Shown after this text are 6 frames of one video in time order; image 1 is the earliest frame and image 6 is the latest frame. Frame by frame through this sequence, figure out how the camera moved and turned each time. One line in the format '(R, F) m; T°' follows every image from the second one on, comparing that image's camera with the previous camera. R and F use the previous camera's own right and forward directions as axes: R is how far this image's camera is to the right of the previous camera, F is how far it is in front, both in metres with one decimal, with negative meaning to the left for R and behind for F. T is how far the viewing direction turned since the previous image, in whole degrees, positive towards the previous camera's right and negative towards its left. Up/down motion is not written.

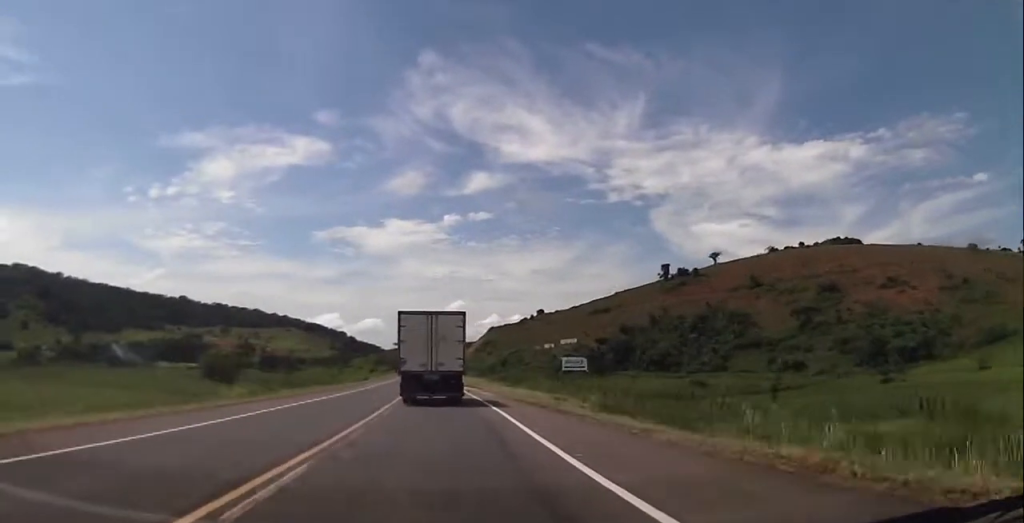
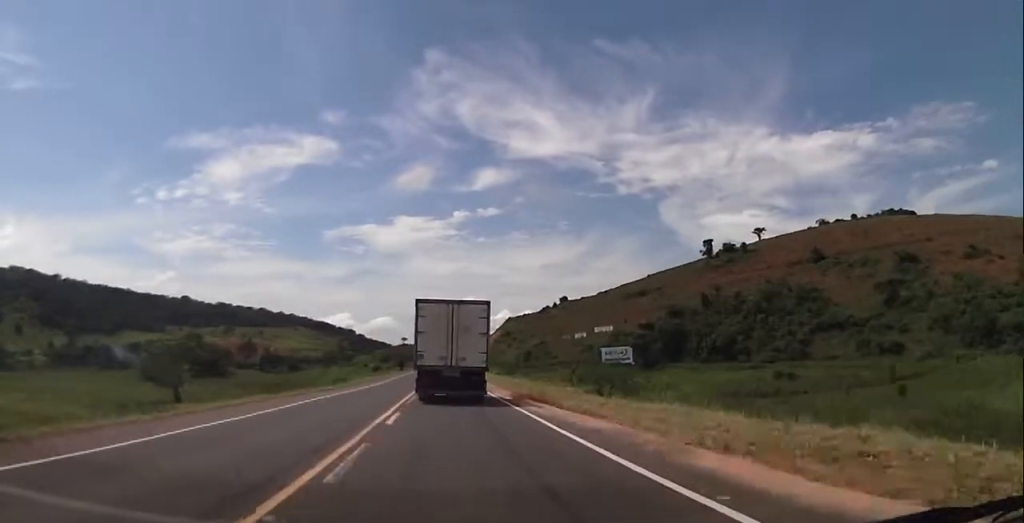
(-1.5, +38.0) m; -5°
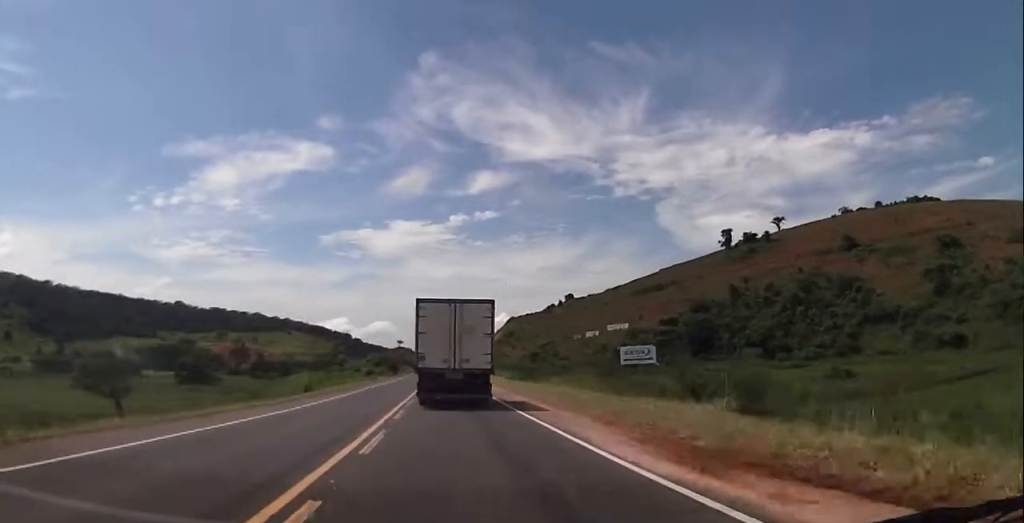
(-0.8, +21.0) m; -1°
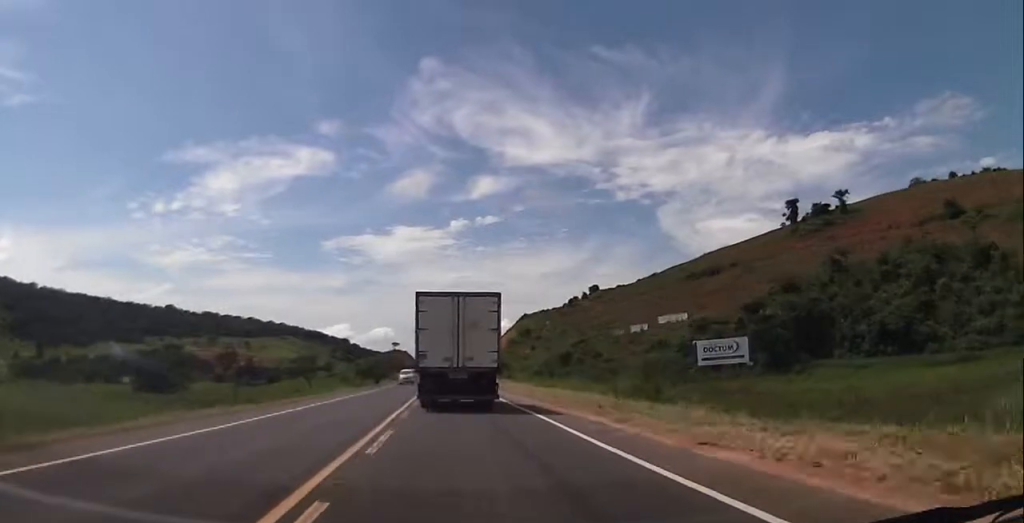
(+0.5, +48.2) m; +1°
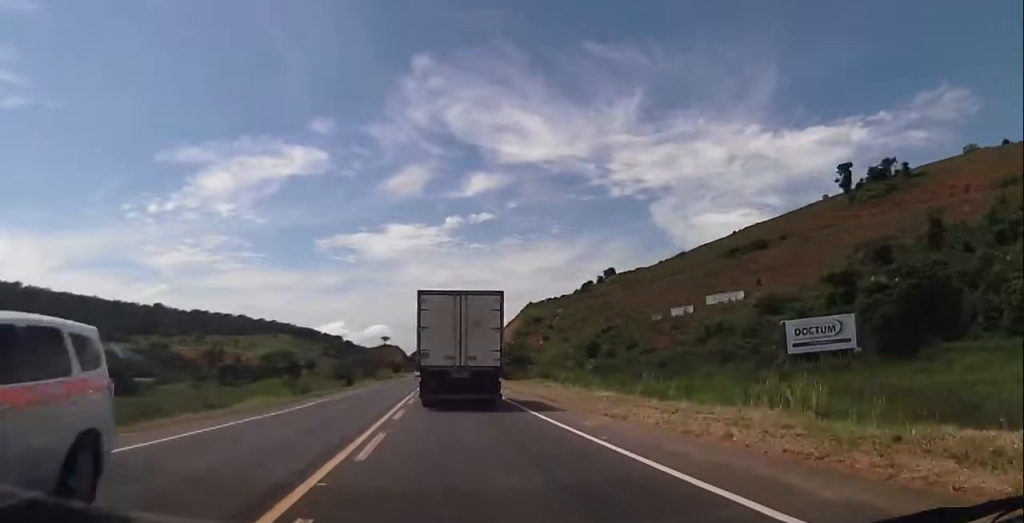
(0.0, +32.4) m; 0°
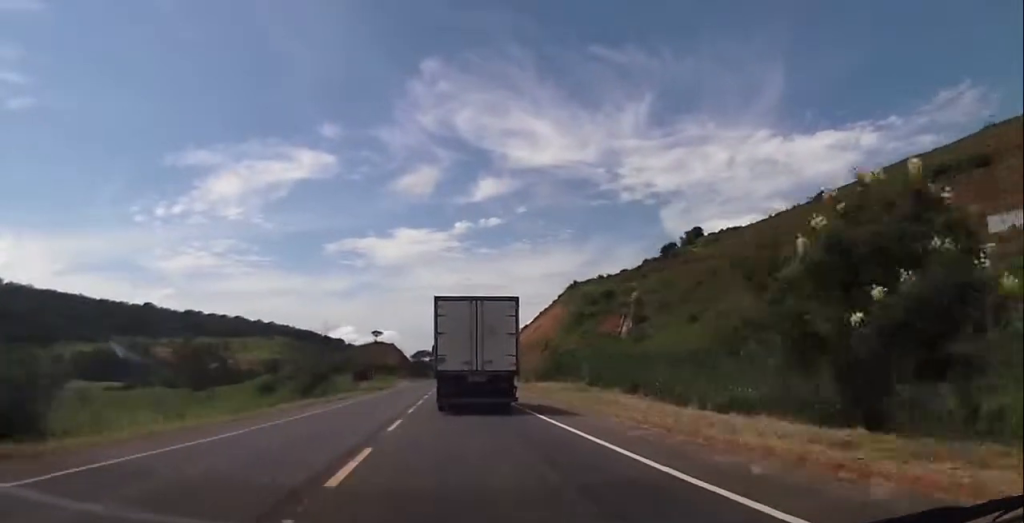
(-0.3, +72.3) m; 0°
